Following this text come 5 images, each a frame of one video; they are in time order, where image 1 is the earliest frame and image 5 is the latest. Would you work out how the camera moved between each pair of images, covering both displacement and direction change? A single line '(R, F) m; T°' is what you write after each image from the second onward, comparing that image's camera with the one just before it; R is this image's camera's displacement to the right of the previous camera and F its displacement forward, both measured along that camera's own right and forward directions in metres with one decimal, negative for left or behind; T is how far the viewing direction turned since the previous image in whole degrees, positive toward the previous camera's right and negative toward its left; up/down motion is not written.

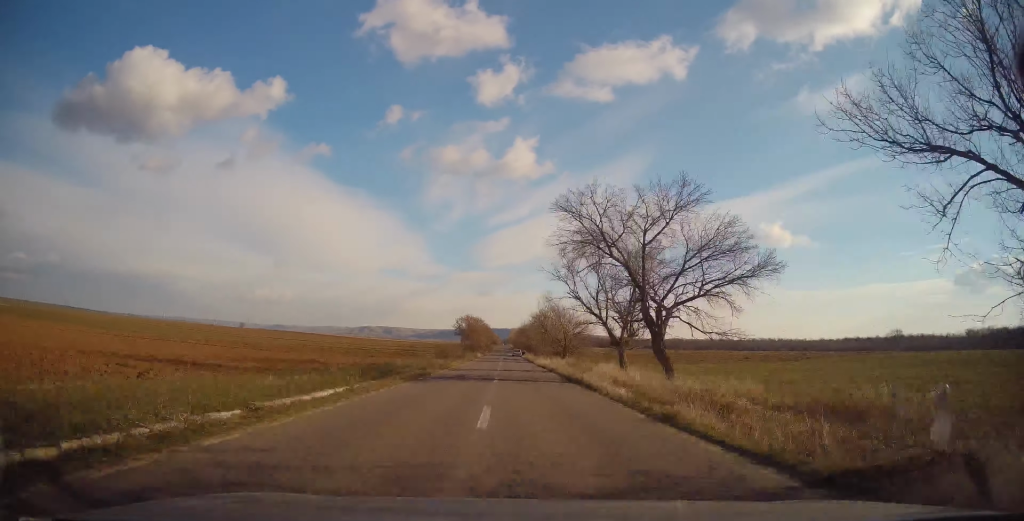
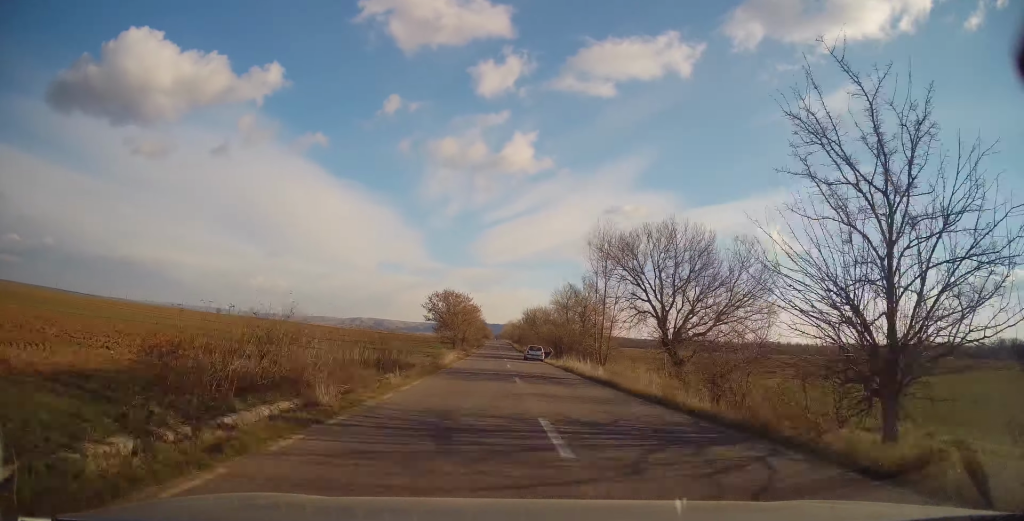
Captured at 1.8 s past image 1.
(-0.3, +50.3) m; +1°
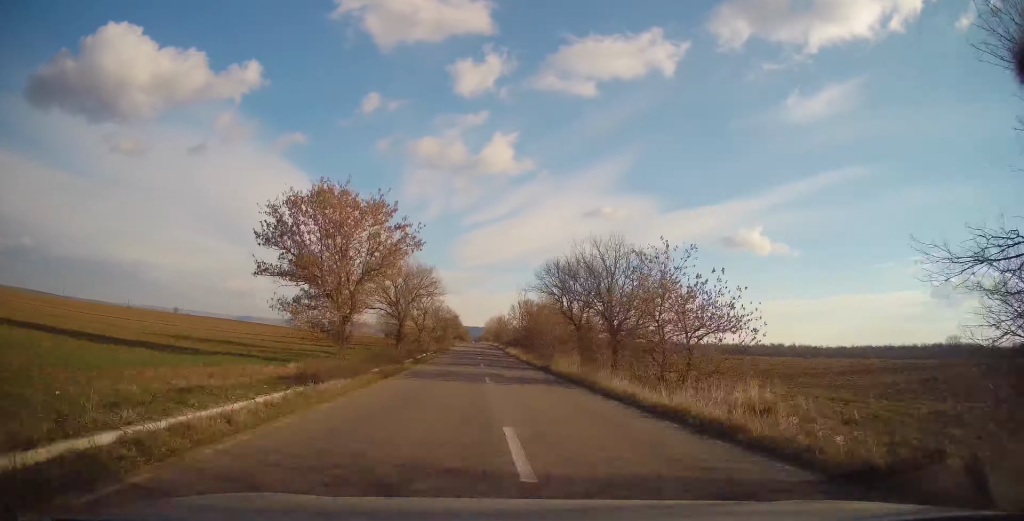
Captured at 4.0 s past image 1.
(+1.1, +60.4) m; +1°
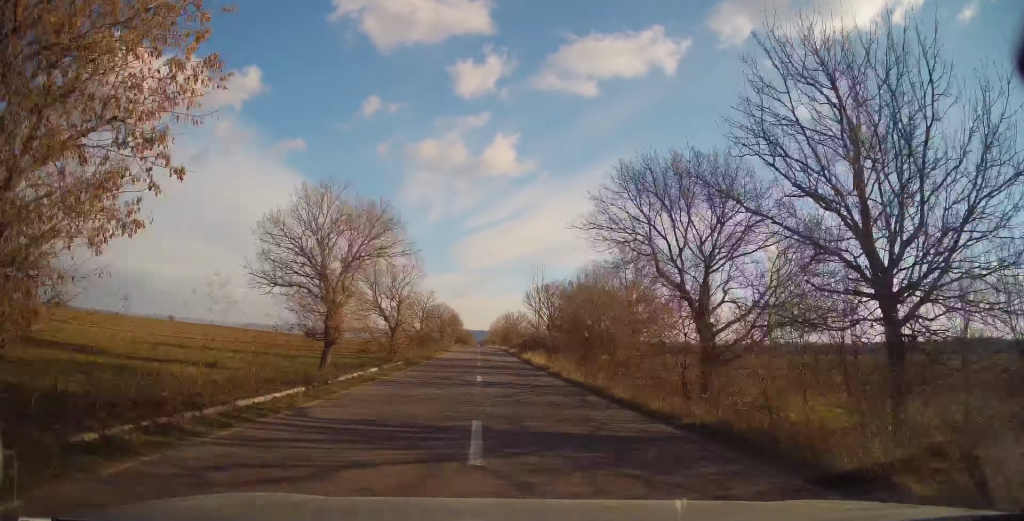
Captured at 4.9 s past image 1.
(+0.2, +23.7) m; 0°
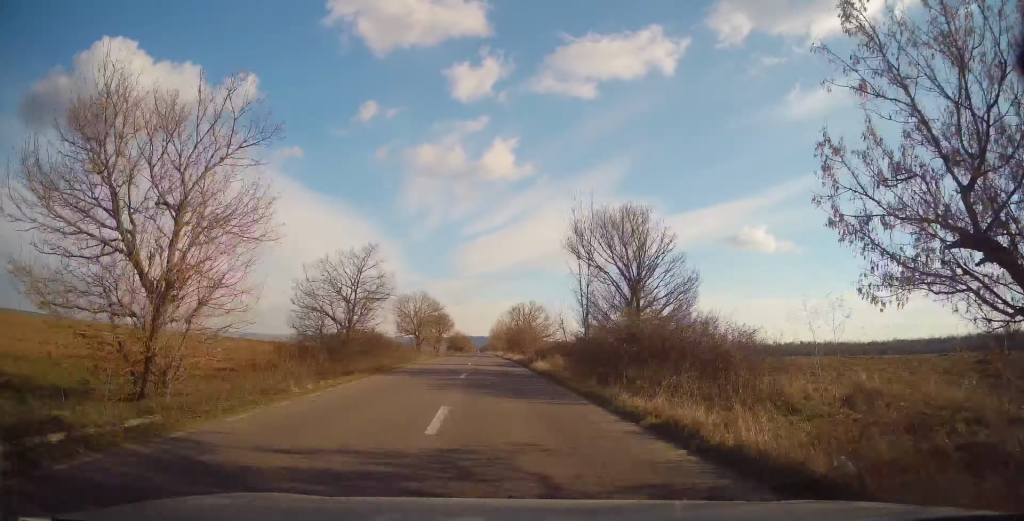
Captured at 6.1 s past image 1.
(-0.2, +34.1) m; 0°
